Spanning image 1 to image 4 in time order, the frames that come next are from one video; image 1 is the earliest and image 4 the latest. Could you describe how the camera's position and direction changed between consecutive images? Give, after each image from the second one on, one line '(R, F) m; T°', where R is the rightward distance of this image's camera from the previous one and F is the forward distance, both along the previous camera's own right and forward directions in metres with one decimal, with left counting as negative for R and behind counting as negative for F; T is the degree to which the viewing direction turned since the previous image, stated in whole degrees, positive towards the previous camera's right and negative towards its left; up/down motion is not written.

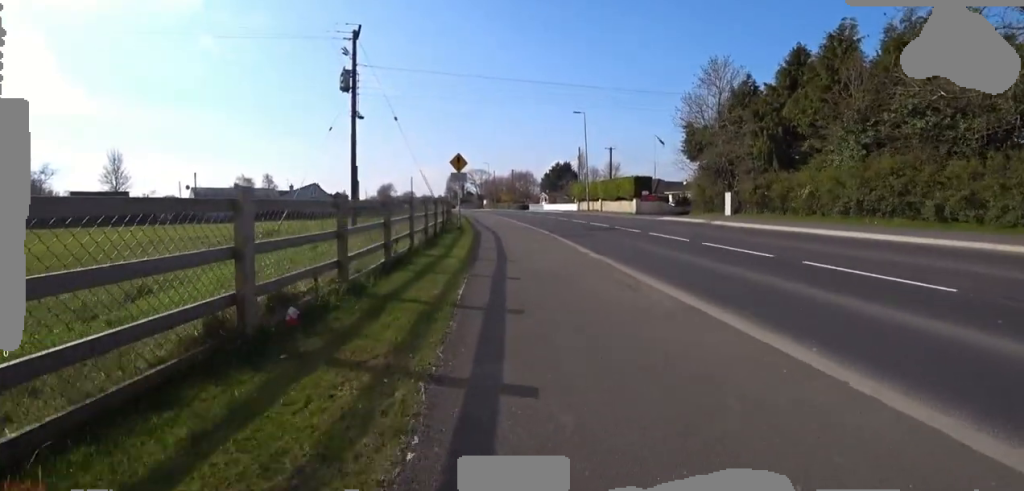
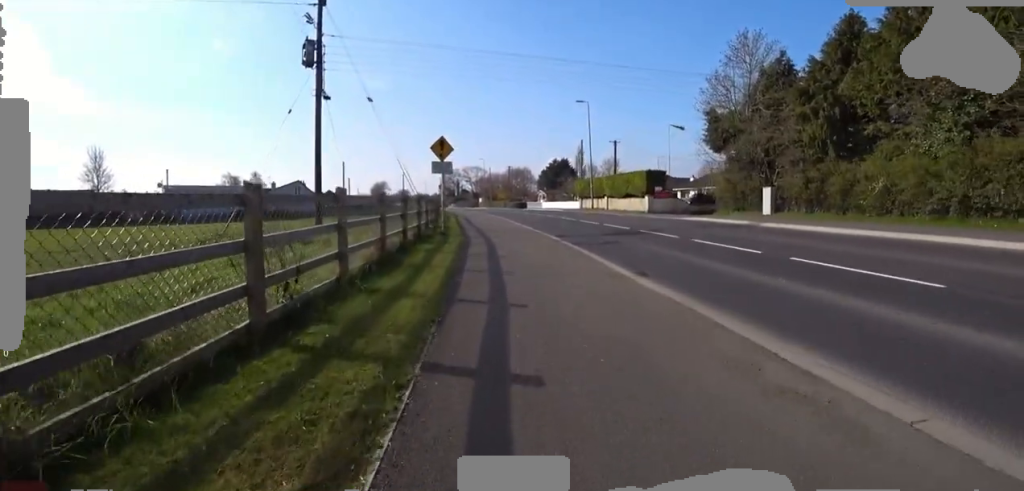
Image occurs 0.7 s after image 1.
(0.0, +4.0) m; 0°
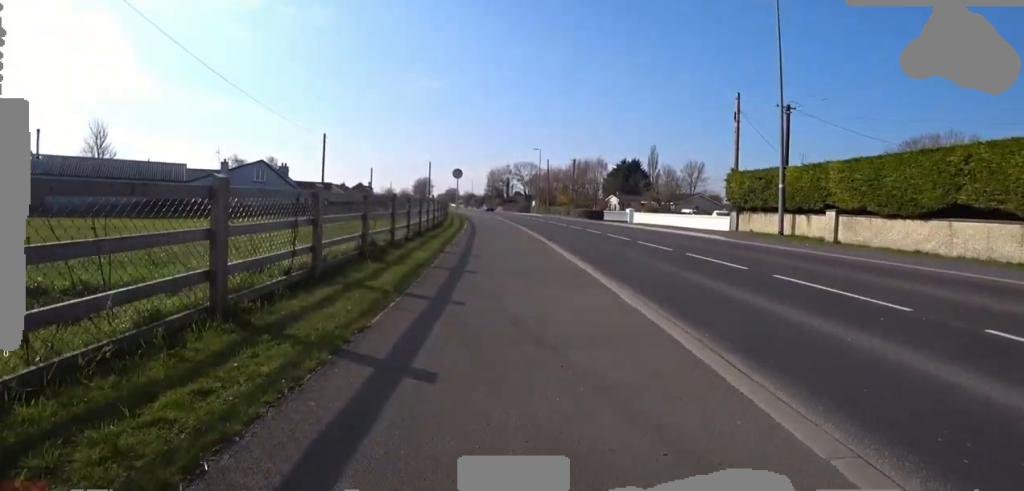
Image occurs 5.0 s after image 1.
(-1.5, +24.3) m; -12°
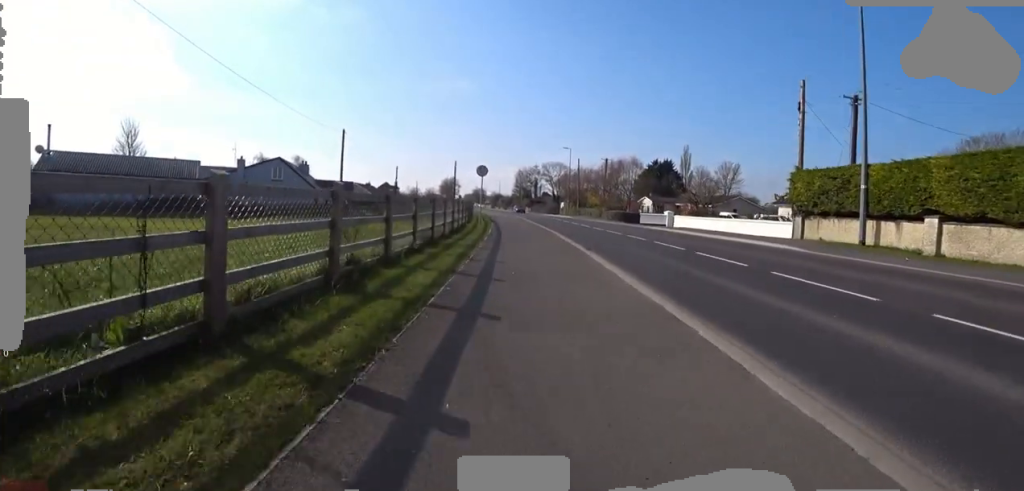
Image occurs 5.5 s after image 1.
(+0.1, +2.8) m; +1°
